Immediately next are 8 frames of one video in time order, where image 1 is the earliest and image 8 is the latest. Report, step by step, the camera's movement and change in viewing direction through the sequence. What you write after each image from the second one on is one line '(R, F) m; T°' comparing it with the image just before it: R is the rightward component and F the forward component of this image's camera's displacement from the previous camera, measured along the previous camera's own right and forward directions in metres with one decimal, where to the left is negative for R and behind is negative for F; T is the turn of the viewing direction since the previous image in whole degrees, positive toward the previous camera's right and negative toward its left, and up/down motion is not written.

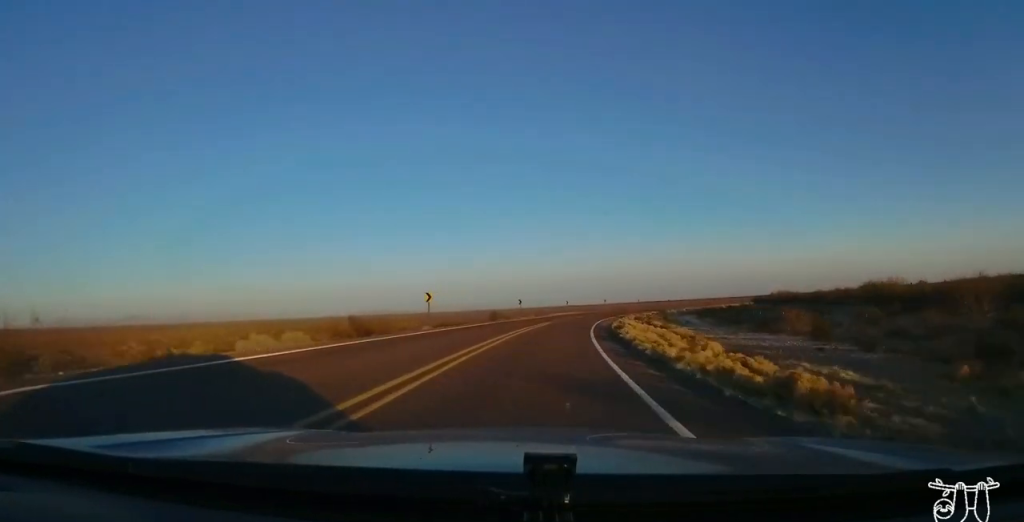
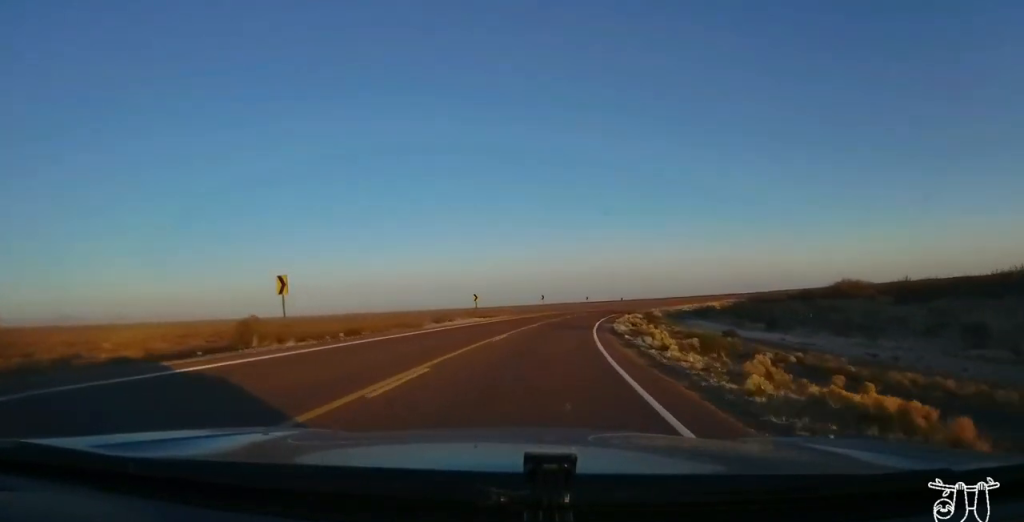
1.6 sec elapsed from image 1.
(+4.1, +47.8) m; +9°
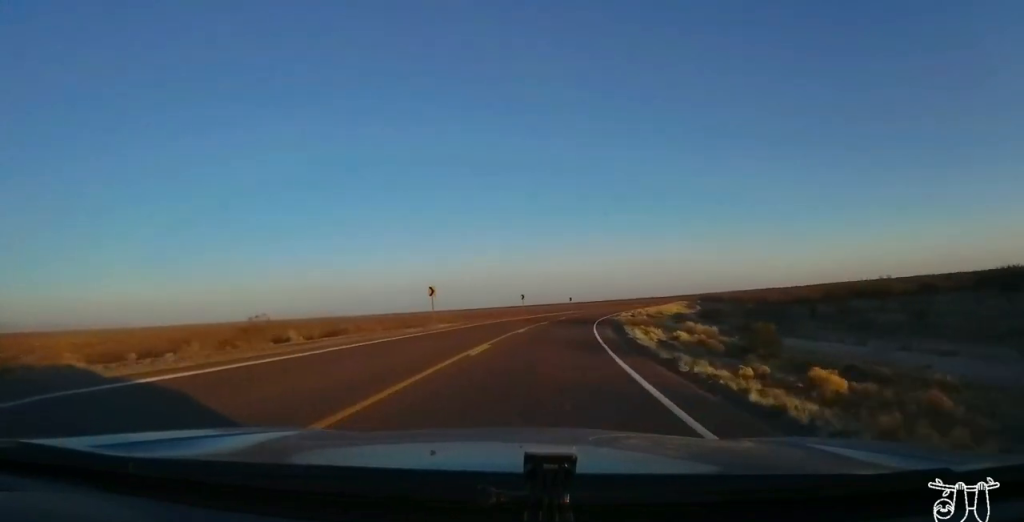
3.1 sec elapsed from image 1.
(+2.5, +42.4) m; +7°
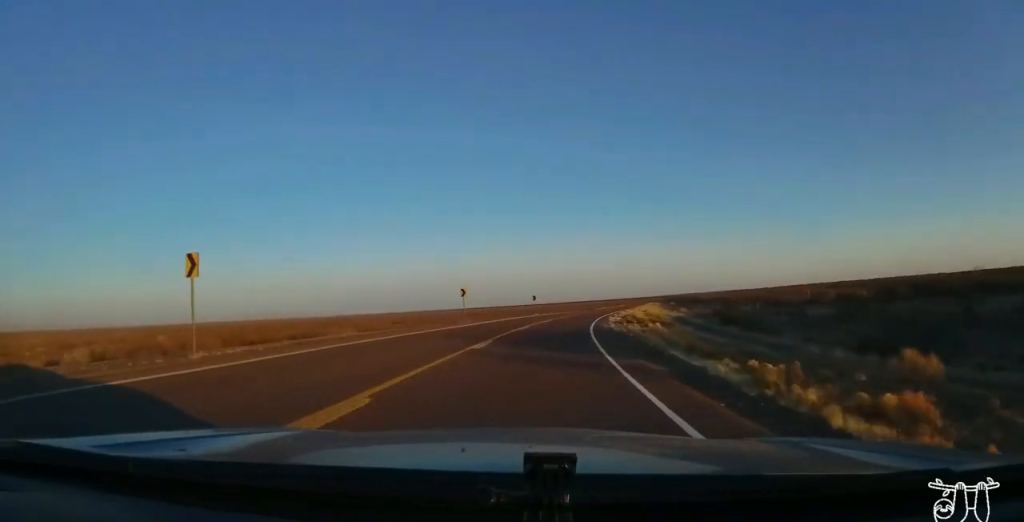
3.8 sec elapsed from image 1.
(+0.8, +22.9) m; +4°
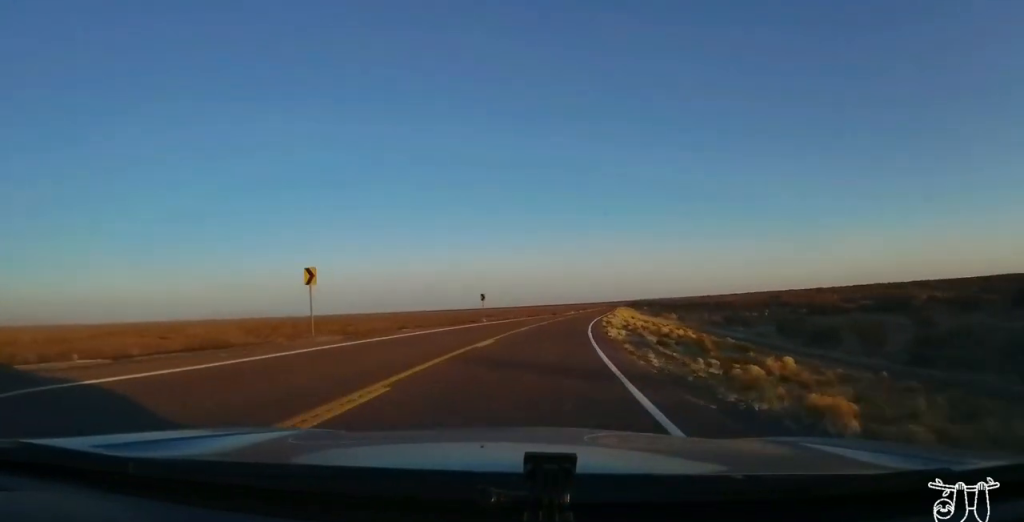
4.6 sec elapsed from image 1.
(+1.0, +24.0) m; +5°
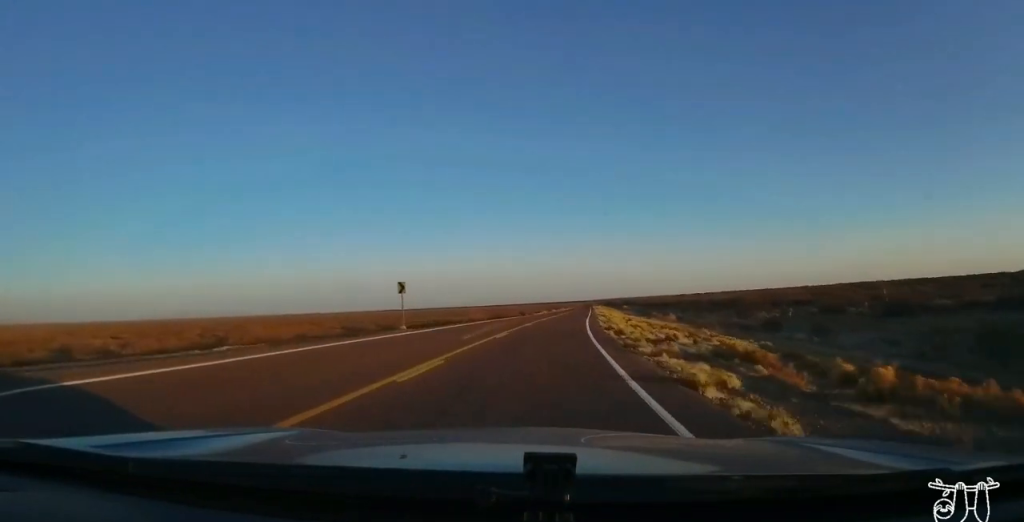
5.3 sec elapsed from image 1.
(+0.7, +21.2) m; +4°
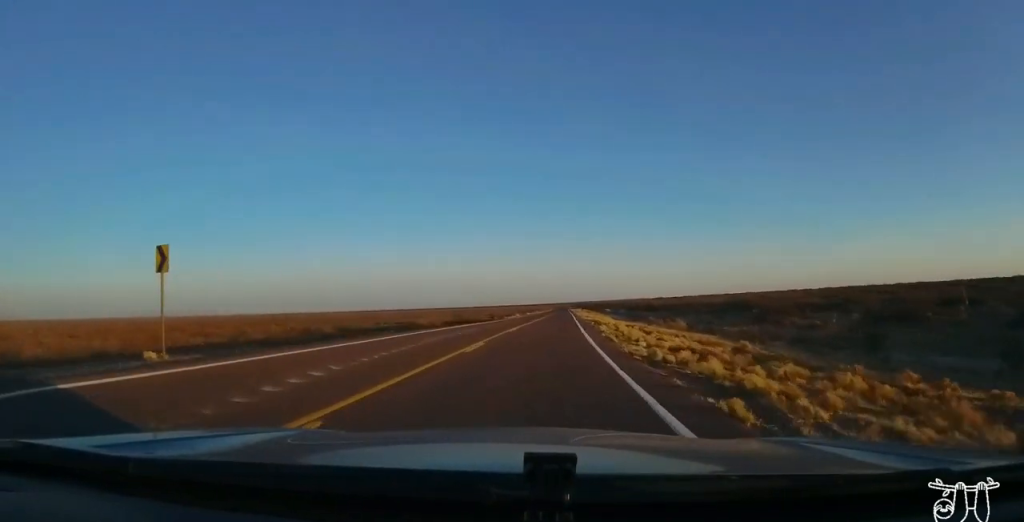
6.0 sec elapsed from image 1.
(+0.7, +19.2) m; +2°
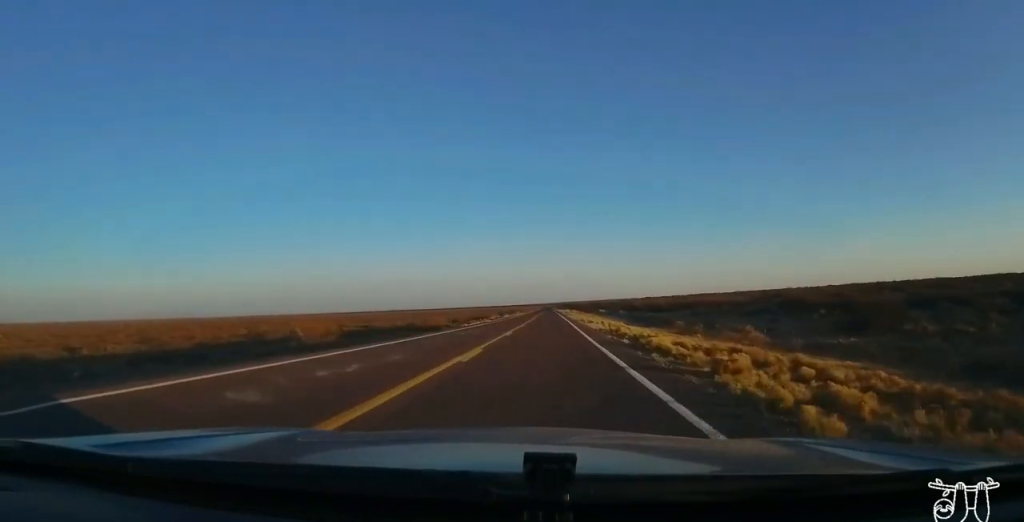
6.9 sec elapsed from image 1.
(+0.4, +27.2) m; +1°
